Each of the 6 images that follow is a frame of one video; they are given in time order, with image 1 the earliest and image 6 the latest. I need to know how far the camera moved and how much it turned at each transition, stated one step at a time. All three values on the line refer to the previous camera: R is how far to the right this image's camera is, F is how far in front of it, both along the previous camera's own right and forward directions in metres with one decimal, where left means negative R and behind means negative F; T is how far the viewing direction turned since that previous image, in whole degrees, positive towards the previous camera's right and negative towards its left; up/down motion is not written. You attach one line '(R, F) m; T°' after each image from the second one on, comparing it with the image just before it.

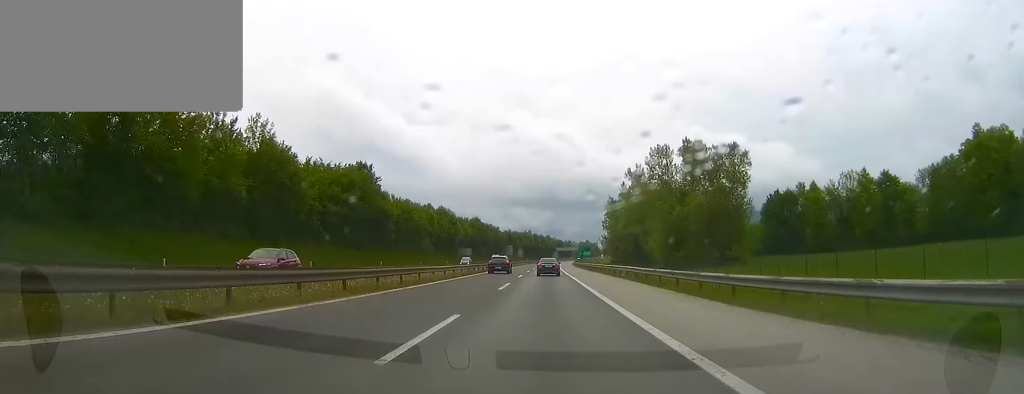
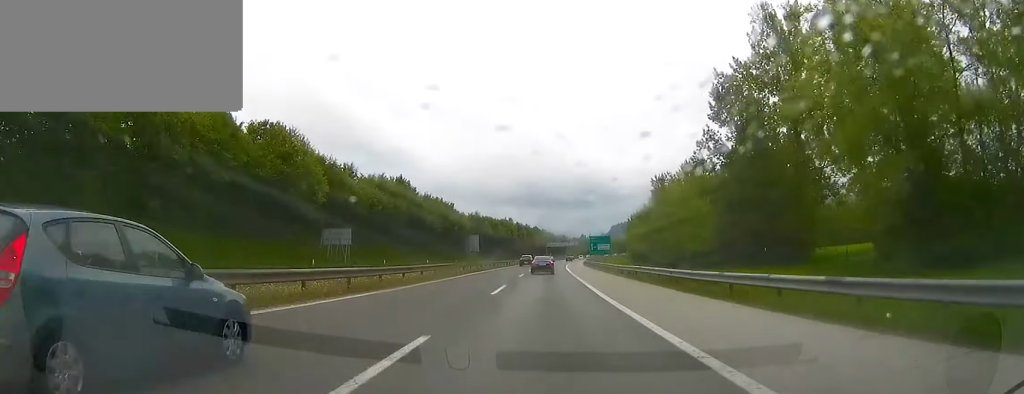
(+0.5, +95.2) m; +1°
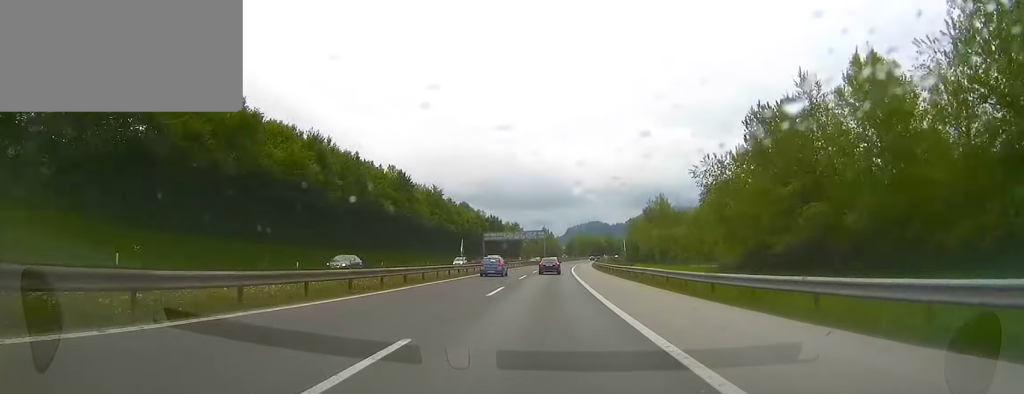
(+5.5, +149.0) m; +5°
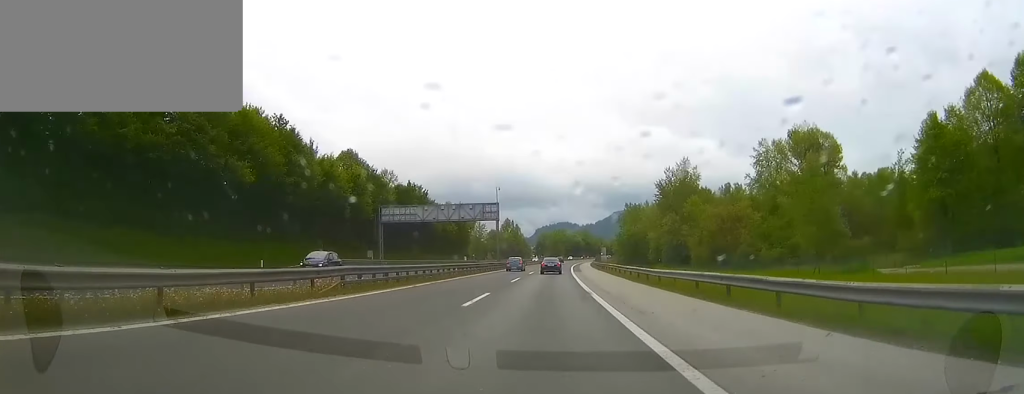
(+1.9, +78.8) m; +3°
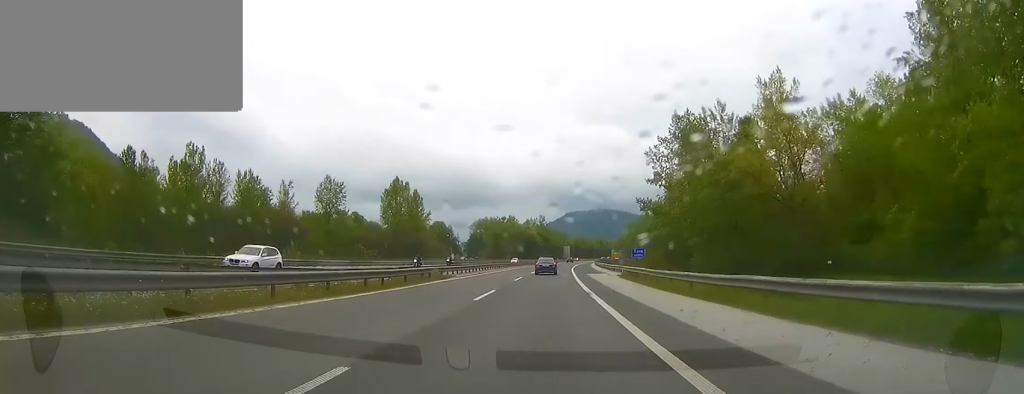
(+4.9, +125.7) m; +5°
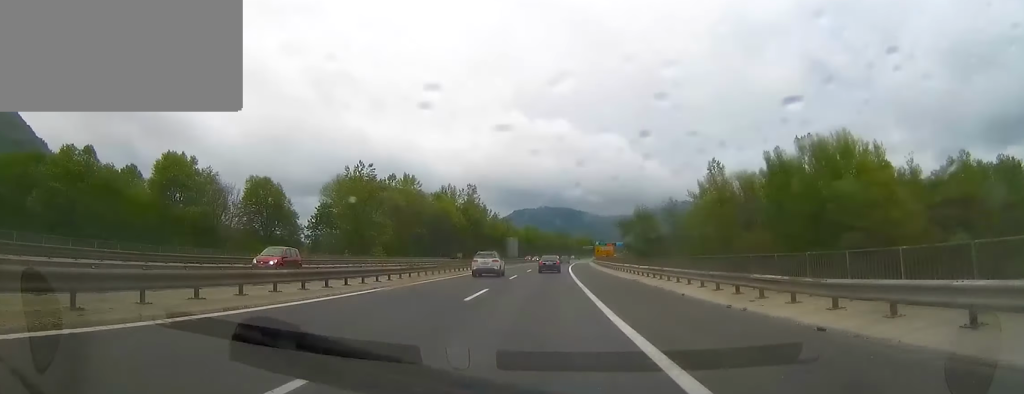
(+5.4, +126.0) m; +5°
